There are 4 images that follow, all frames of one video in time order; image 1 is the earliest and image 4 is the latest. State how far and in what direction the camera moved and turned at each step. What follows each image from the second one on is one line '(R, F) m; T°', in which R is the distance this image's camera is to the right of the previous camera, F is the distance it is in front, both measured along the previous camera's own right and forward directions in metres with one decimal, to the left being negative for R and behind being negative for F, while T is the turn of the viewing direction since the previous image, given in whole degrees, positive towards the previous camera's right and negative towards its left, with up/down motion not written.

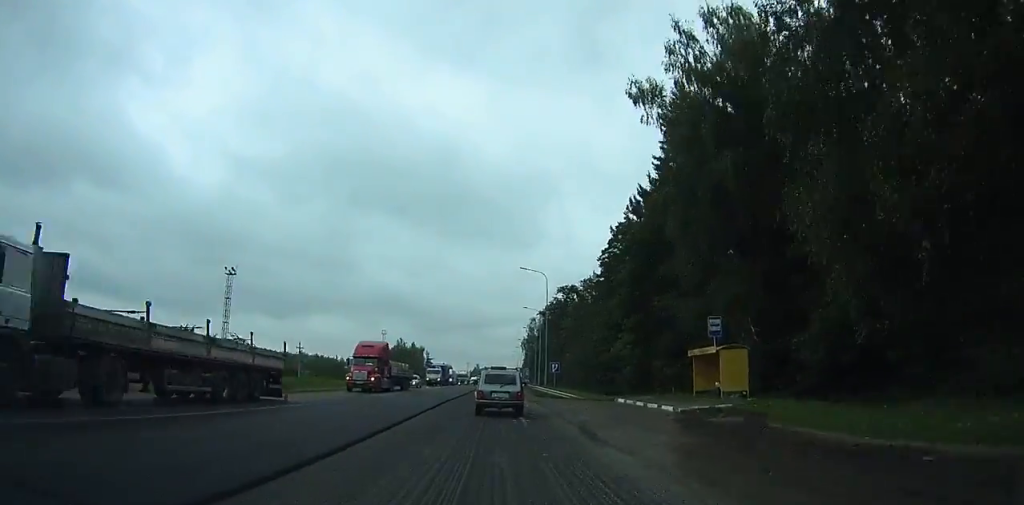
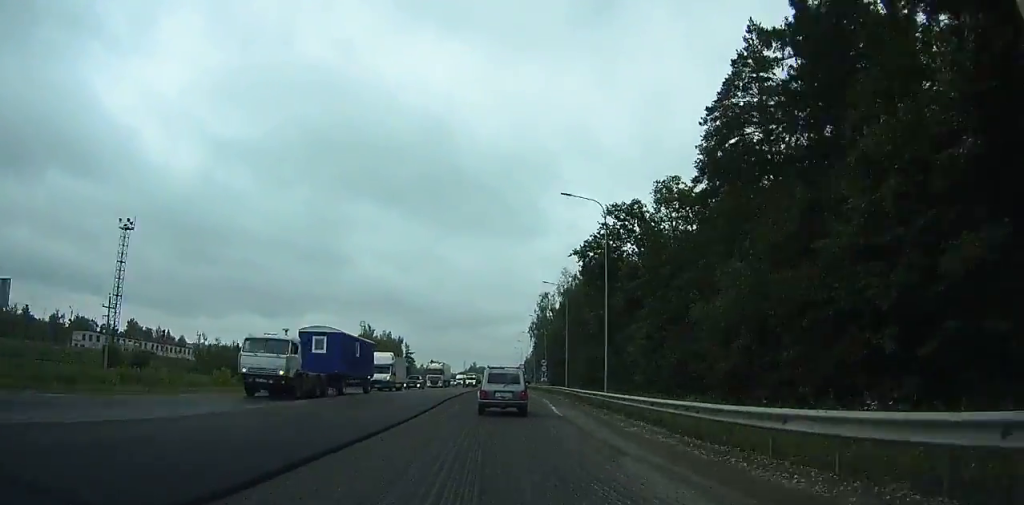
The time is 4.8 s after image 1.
(-0.1, +51.2) m; 0°
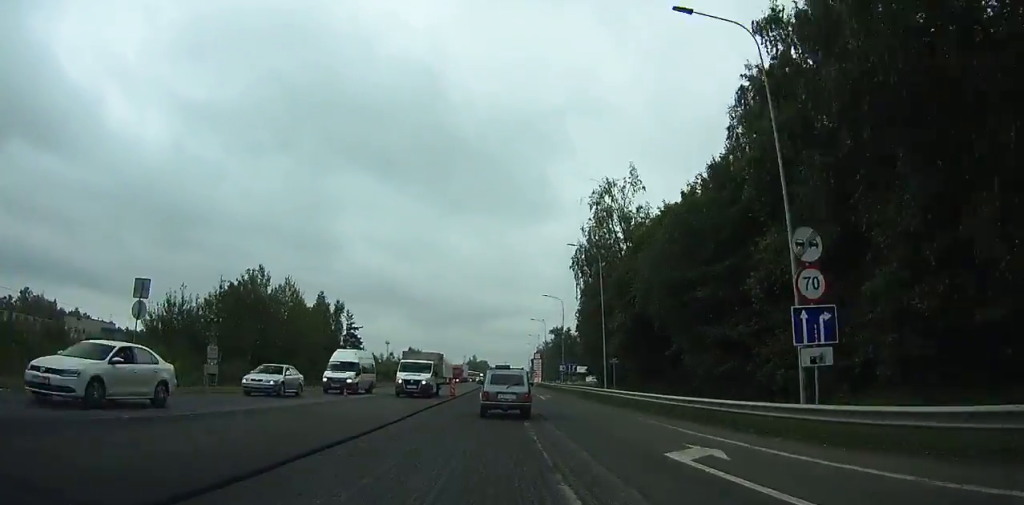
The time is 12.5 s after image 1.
(-1.0, +78.1) m; -1°
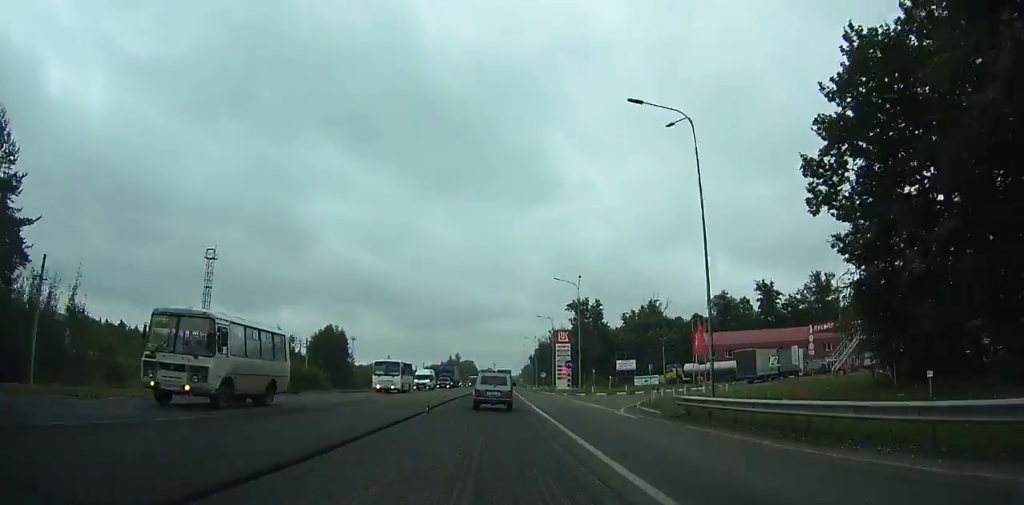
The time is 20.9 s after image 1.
(+0.5, +85.9) m; +1°
